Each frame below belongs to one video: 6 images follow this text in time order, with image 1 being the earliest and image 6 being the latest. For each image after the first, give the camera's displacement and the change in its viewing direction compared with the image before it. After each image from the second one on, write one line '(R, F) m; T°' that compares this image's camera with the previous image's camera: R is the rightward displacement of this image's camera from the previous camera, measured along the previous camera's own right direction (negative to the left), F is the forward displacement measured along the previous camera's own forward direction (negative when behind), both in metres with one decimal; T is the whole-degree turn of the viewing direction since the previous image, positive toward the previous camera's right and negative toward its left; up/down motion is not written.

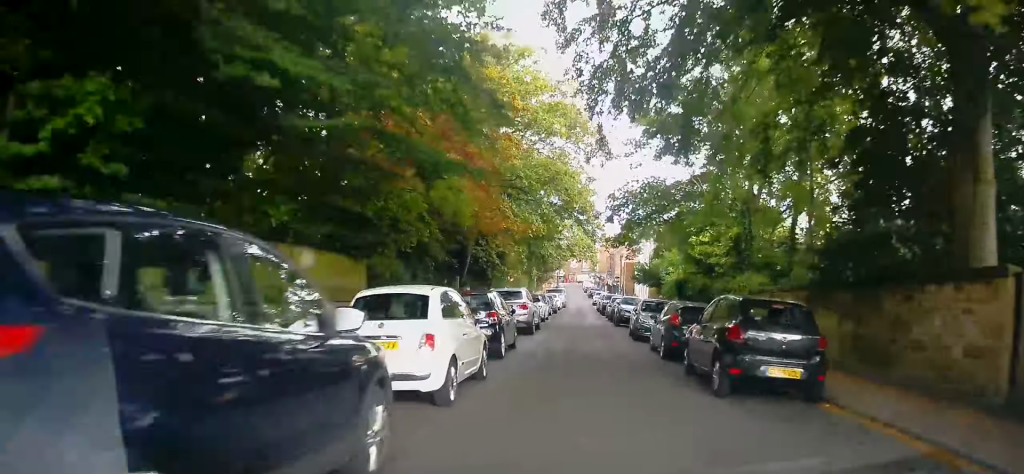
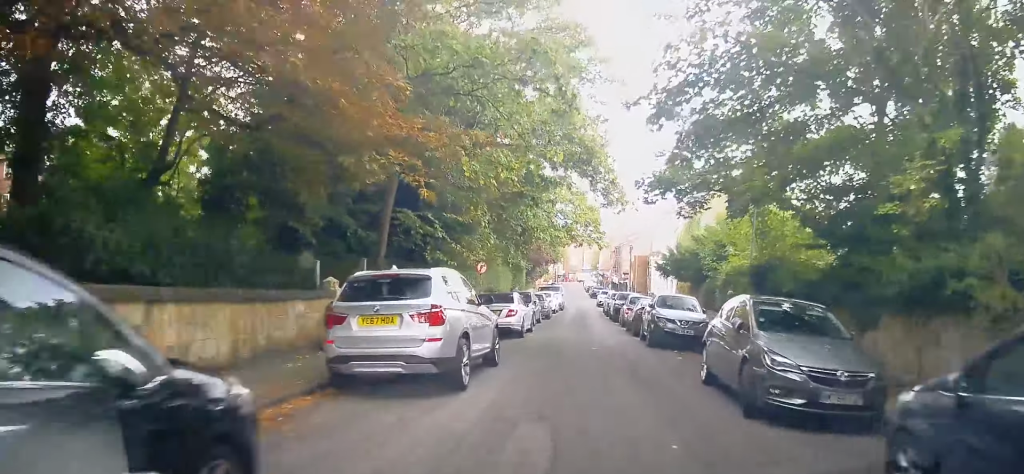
(-0.2, +13.8) m; -4°
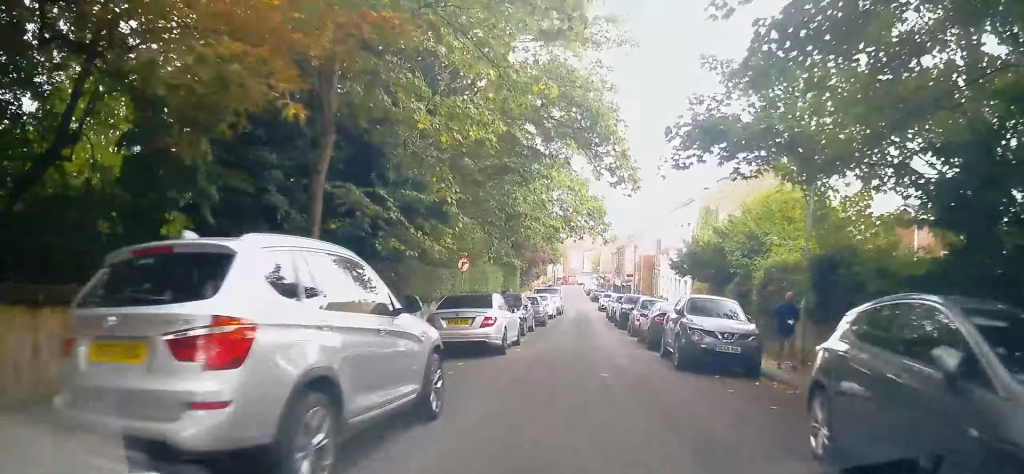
(-0.2, +4.7) m; +1°
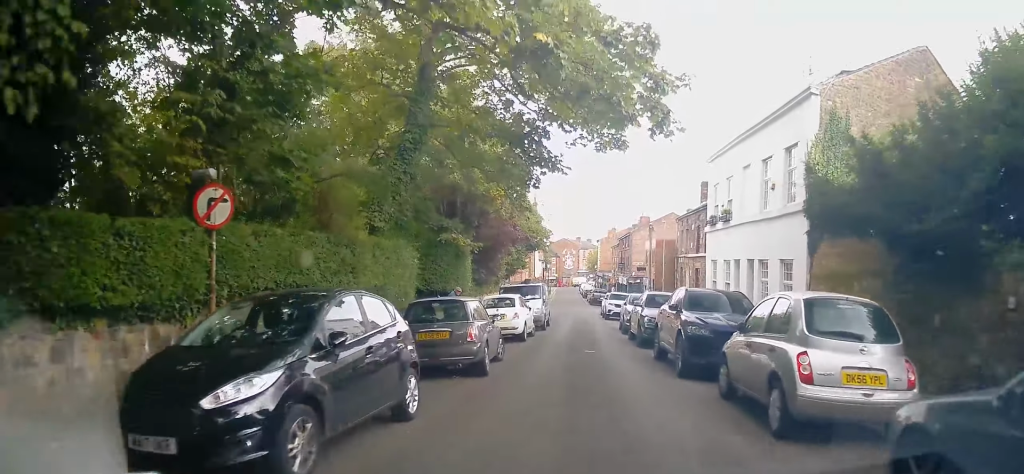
(+1.7, +16.1) m; +5°
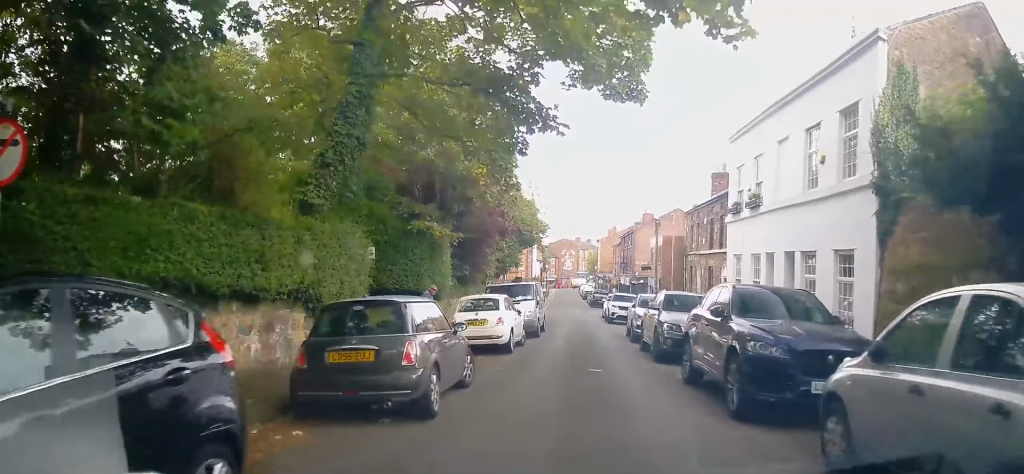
(-0.3, +3.5) m; -4°
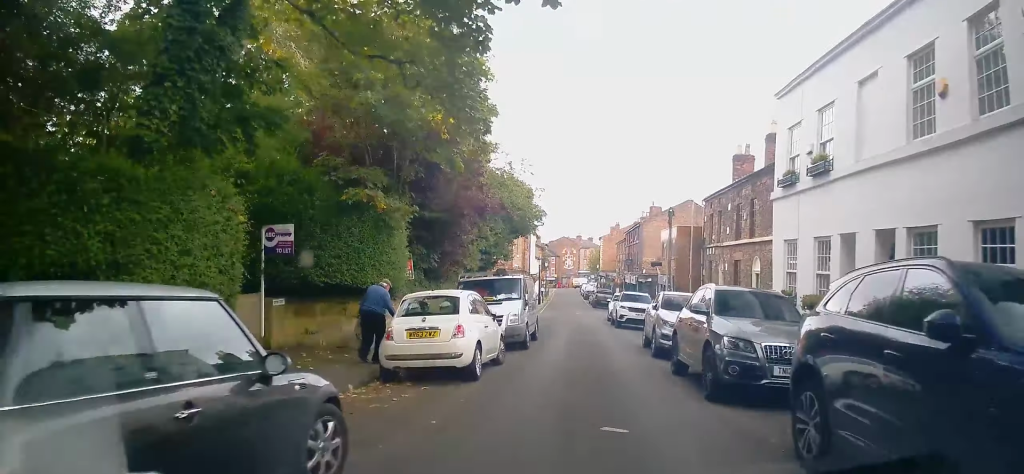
(-0.2, +4.8) m; -2°
